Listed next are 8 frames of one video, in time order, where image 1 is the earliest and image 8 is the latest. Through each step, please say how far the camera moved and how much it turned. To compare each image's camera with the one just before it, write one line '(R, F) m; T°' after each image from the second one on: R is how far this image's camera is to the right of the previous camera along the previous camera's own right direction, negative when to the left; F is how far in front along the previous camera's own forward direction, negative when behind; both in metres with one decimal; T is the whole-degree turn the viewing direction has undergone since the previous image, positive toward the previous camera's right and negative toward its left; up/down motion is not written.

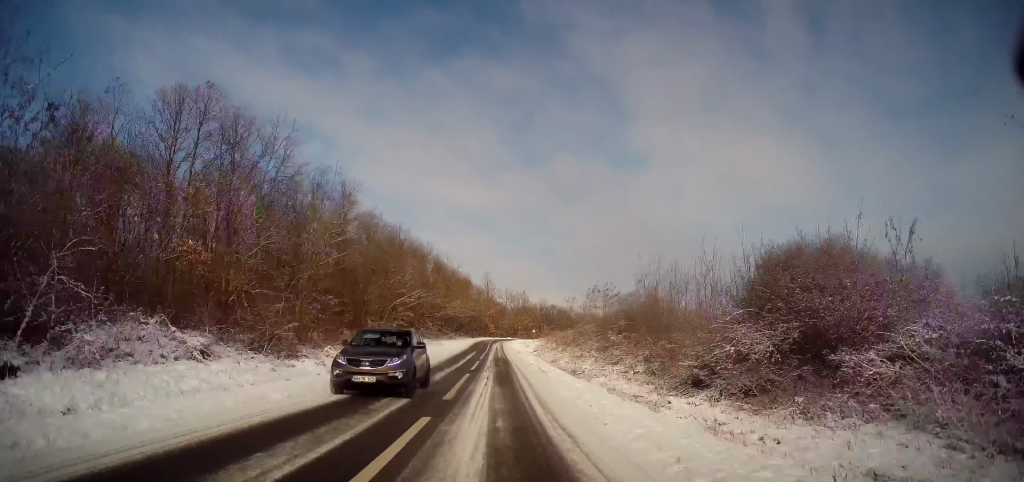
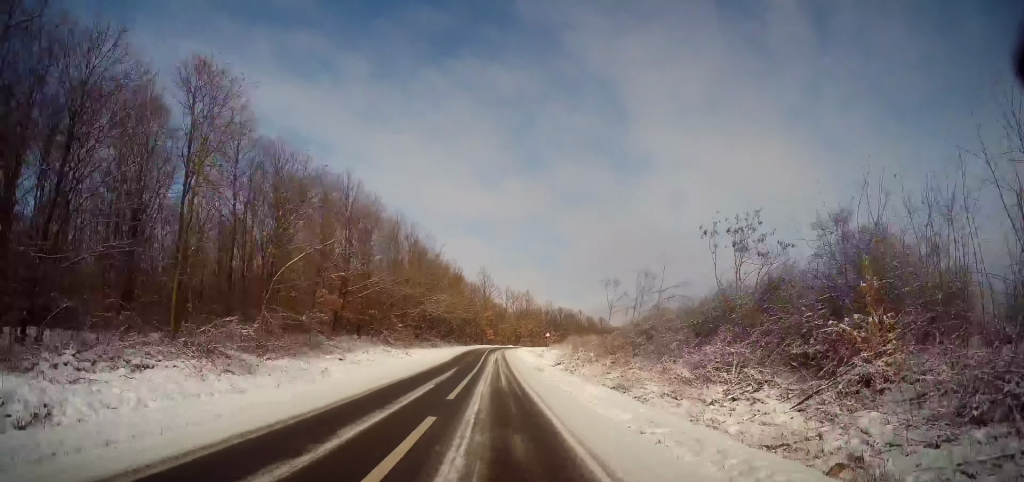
(-0.2, +24.0) m; -1°
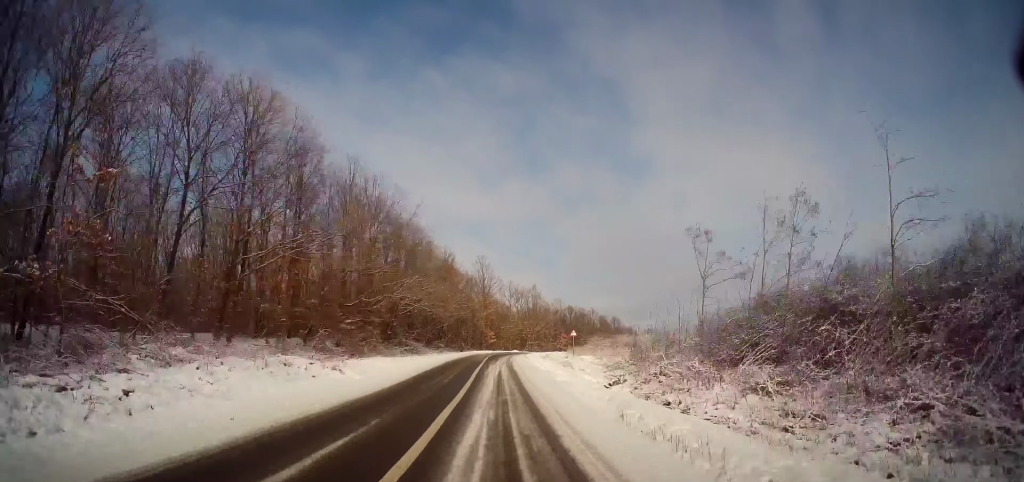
(-0.1, +18.8) m; +1°
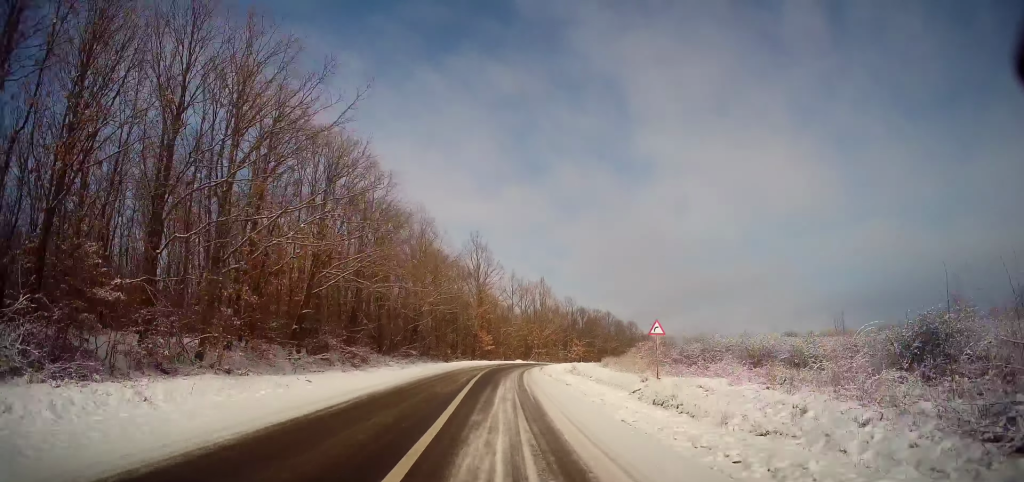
(+0.3, +21.7) m; +1°
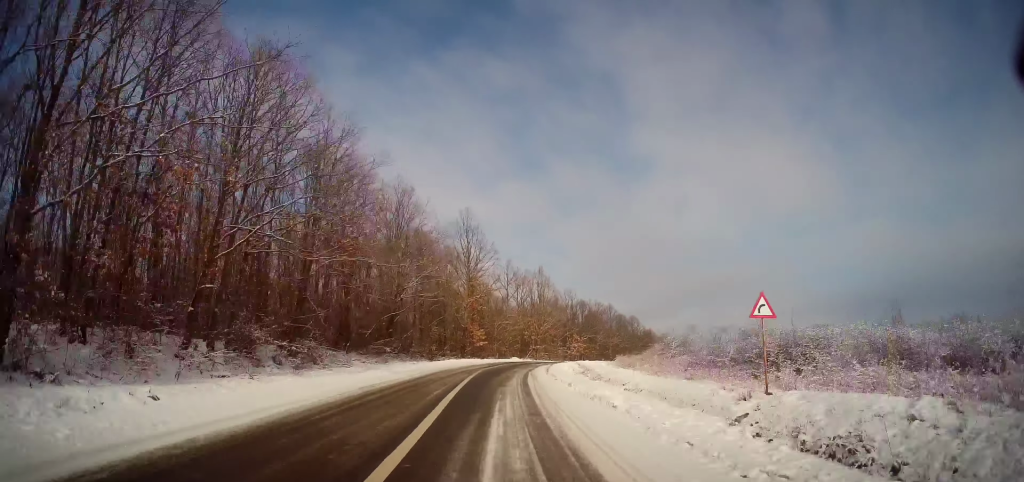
(-0.1, +8.6) m; +1°
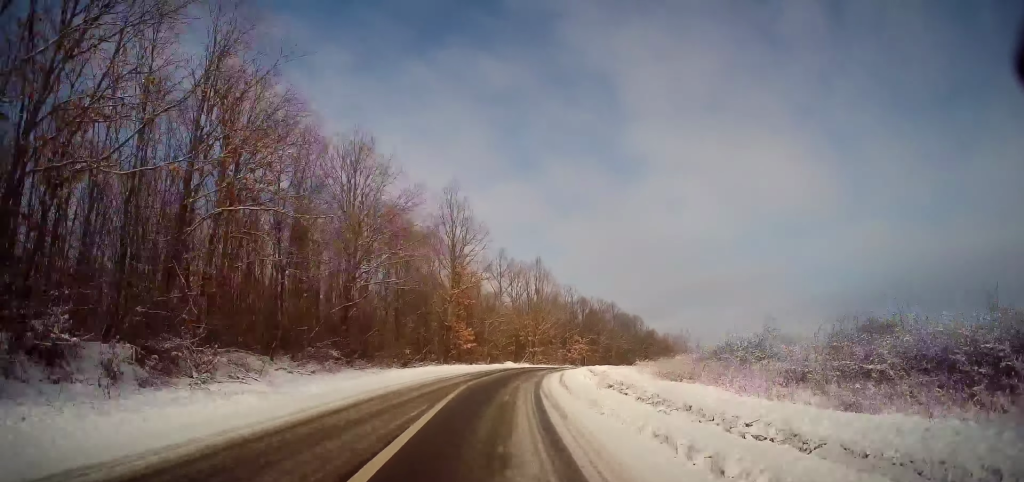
(-0.1, +10.8) m; +1°
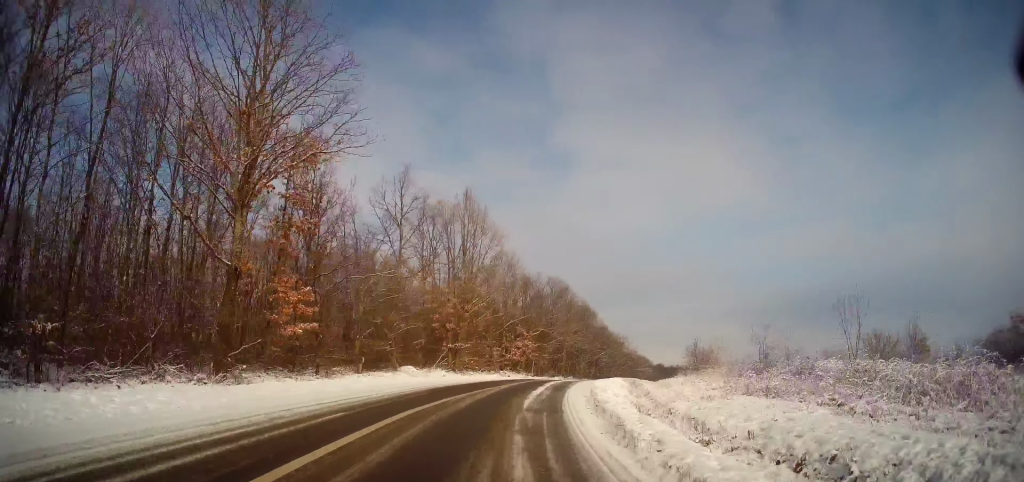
(+1.1, +29.6) m; +7°
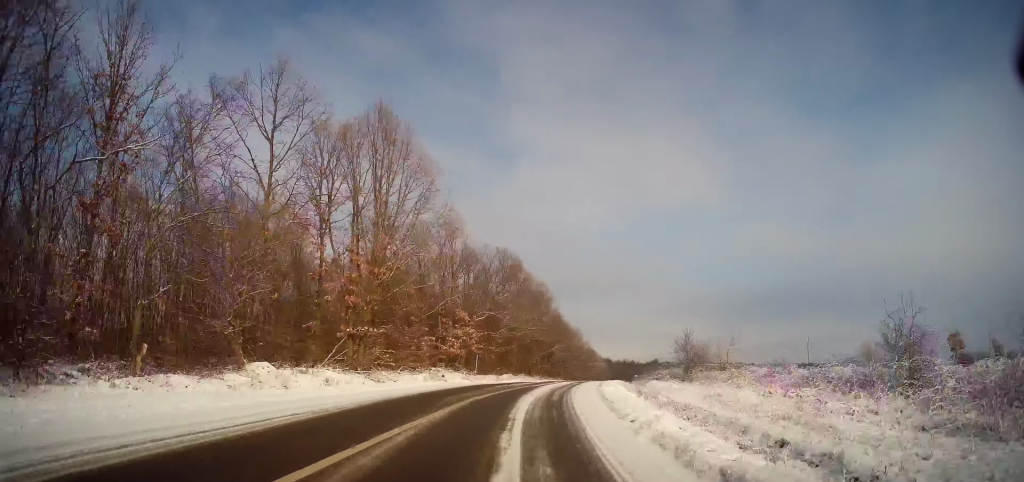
(+1.1, +14.3) m; +6°
